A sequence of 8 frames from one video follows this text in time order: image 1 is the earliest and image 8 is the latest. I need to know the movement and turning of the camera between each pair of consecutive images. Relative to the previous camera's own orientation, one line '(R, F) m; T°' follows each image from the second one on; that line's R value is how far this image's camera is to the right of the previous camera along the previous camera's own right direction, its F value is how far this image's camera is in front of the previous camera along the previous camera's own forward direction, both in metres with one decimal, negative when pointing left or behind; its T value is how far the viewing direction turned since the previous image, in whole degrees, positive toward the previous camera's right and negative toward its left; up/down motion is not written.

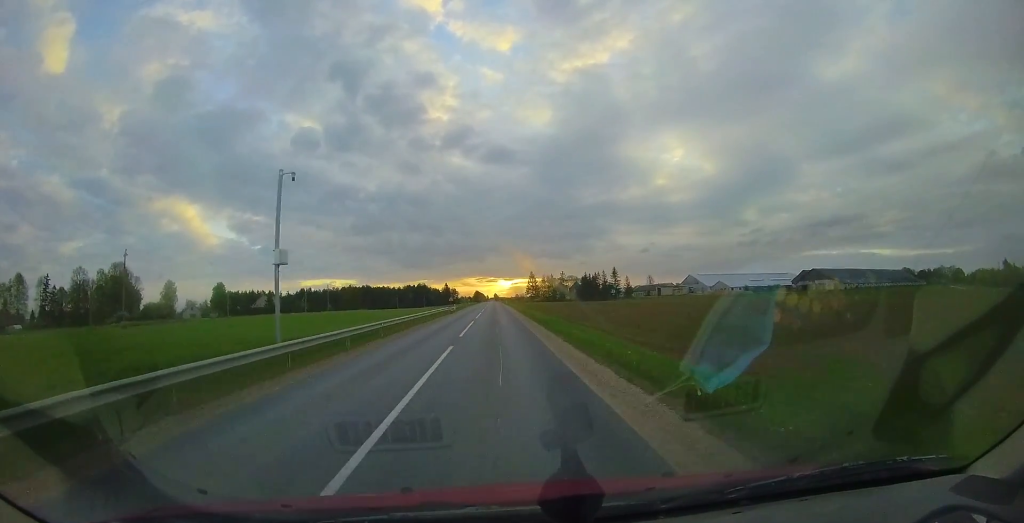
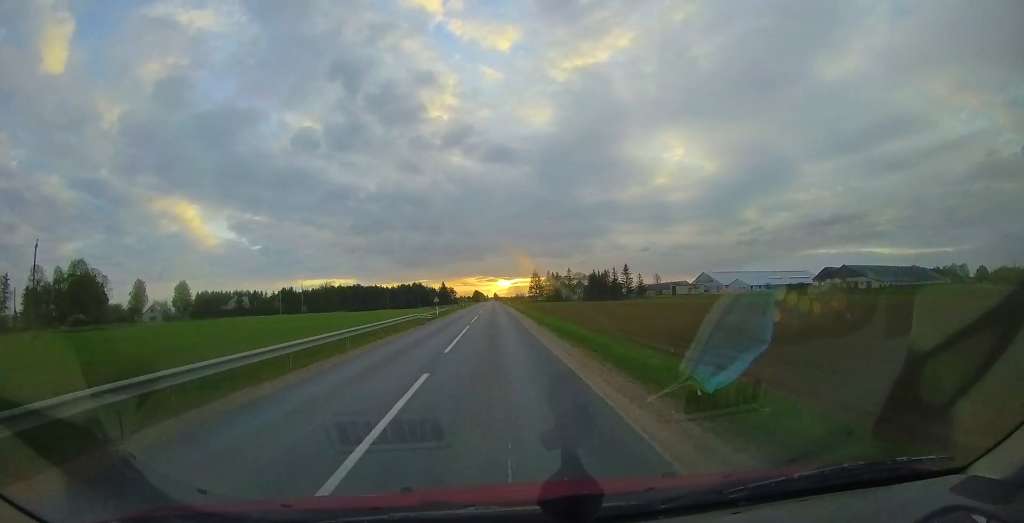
(-0.1, +16.0) m; 0°
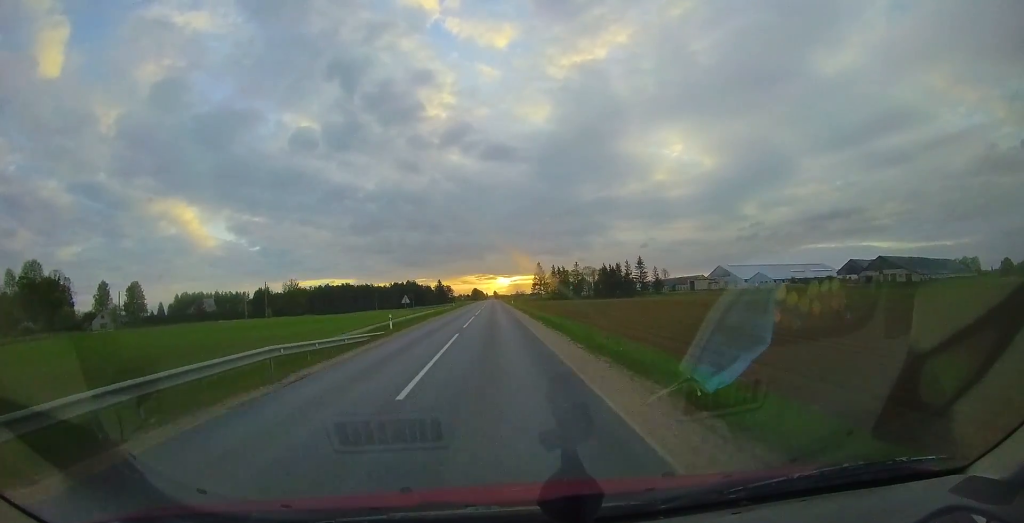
(0.0, +16.8) m; 0°
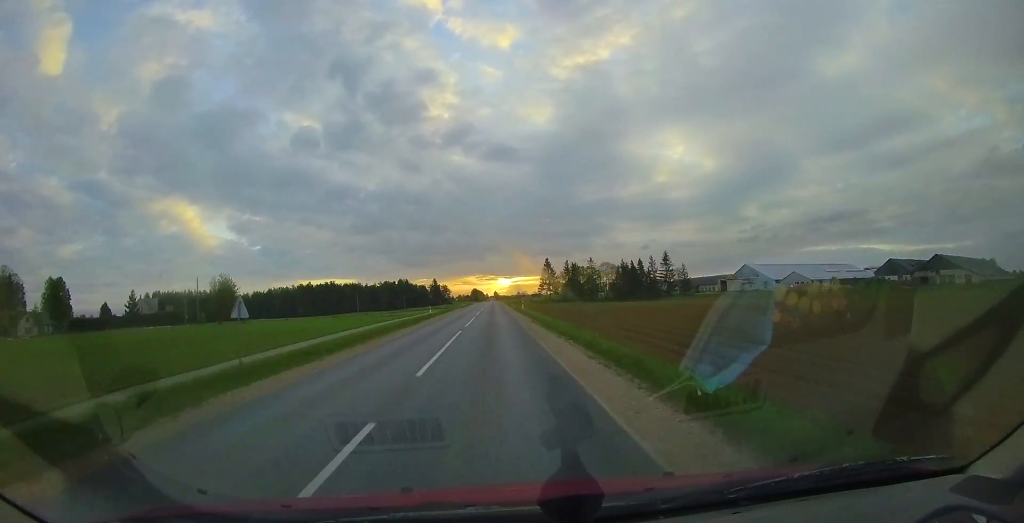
(-0.1, +22.1) m; -1°
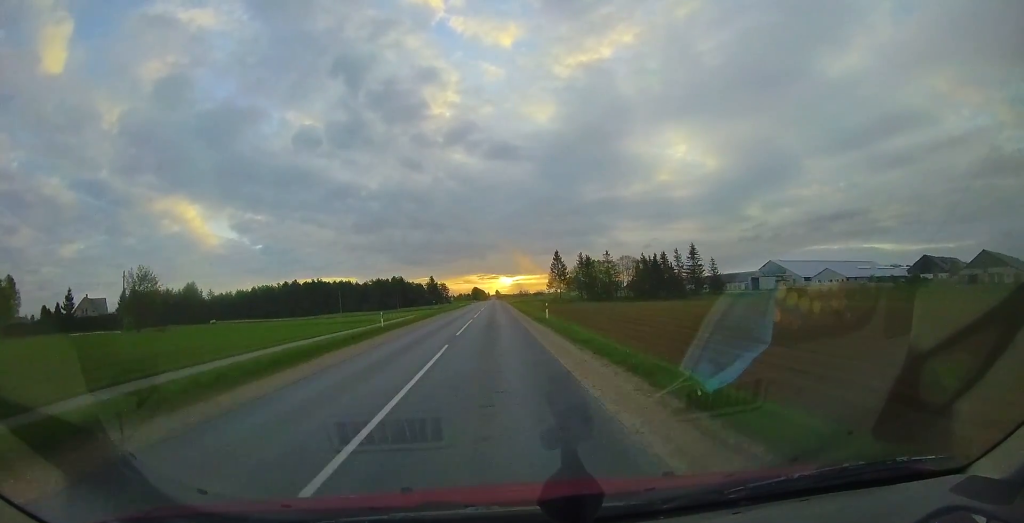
(-0.3, +16.4) m; 0°
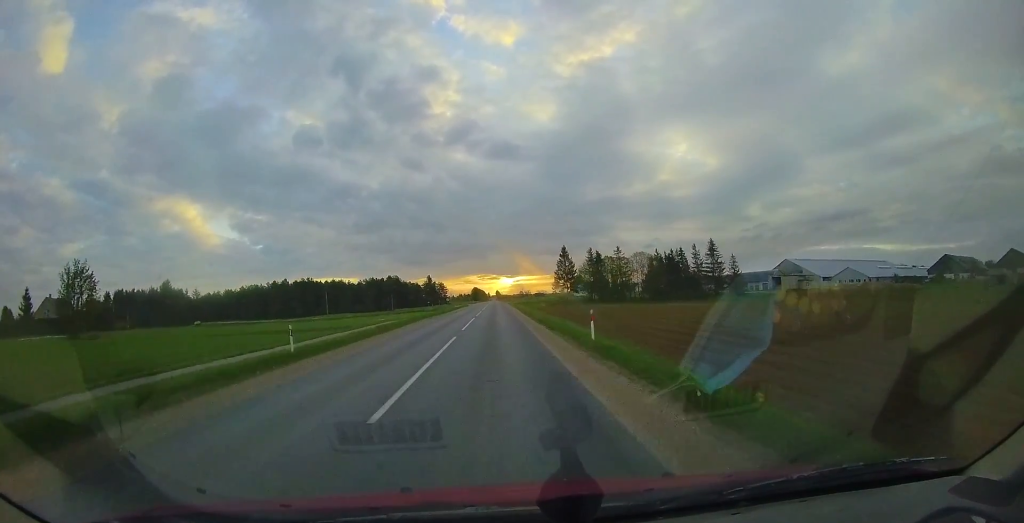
(+0.1, +10.3) m; 0°
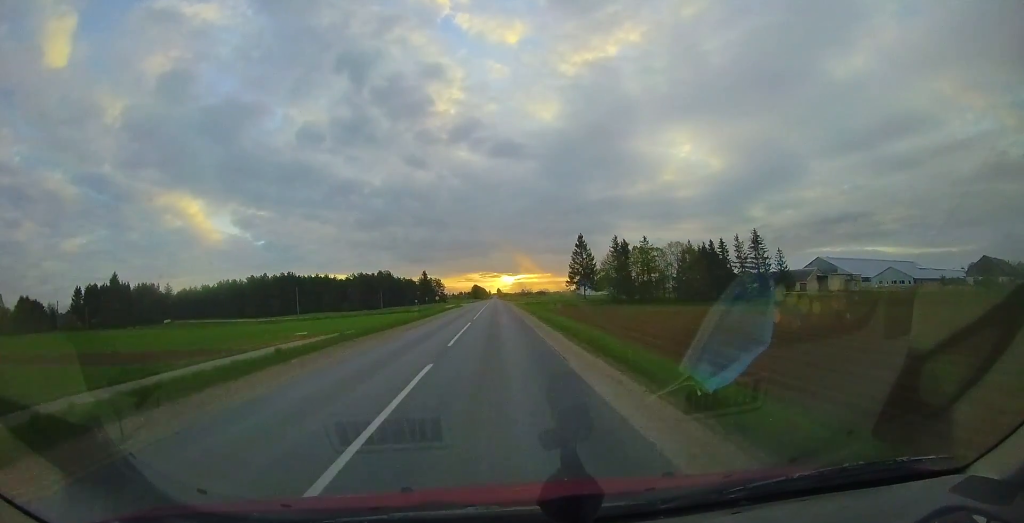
(+0.2, +17.2) m; 0°
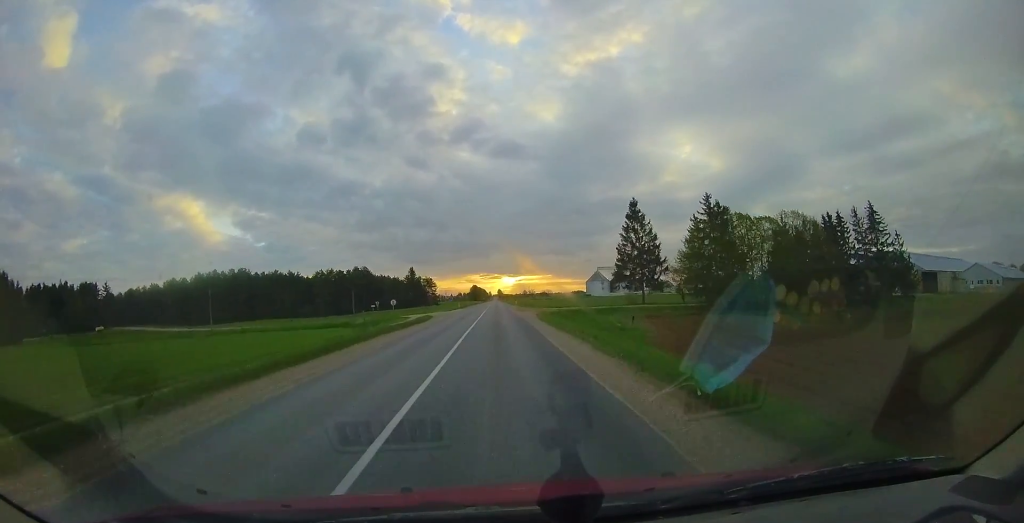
(-0.6, +31.8) m; -2°
